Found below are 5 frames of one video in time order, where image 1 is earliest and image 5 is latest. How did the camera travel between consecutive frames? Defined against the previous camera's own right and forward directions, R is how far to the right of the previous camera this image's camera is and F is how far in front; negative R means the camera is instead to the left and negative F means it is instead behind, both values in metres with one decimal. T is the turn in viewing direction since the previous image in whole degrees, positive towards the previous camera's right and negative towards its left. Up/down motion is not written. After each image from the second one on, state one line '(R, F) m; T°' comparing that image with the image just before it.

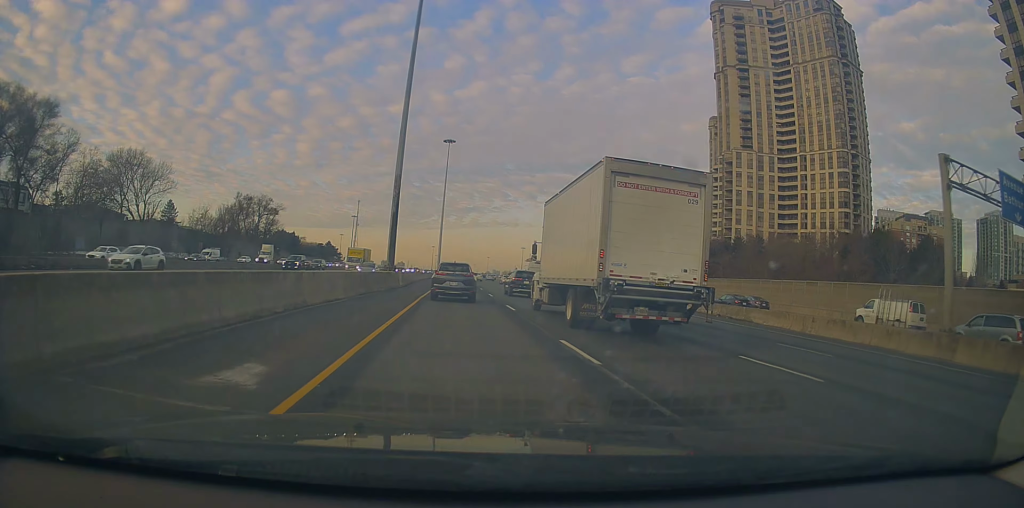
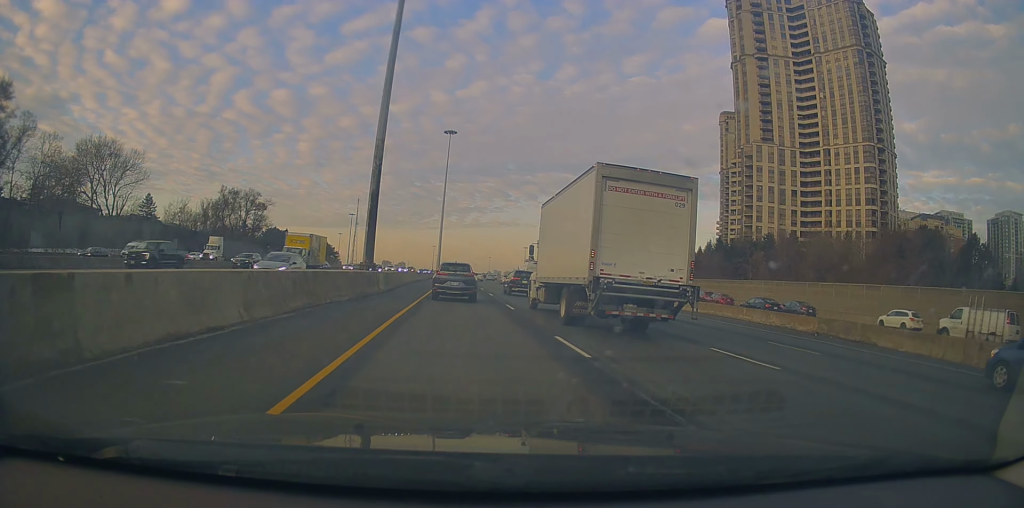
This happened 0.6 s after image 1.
(+0.6, +11.9) m; 0°
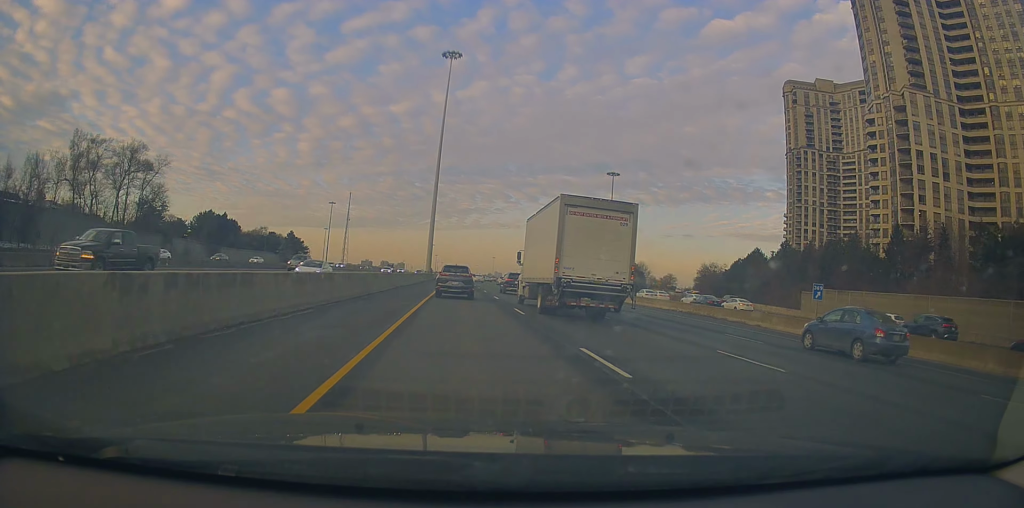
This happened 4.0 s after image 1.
(-2.0, +60.4) m; -1°
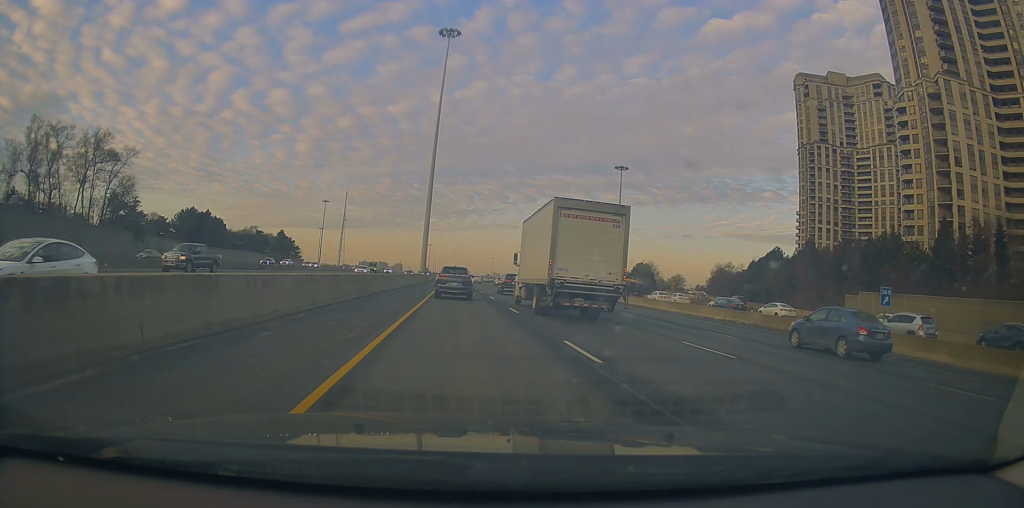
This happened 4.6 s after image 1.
(+0.1, +10.2) m; 0°
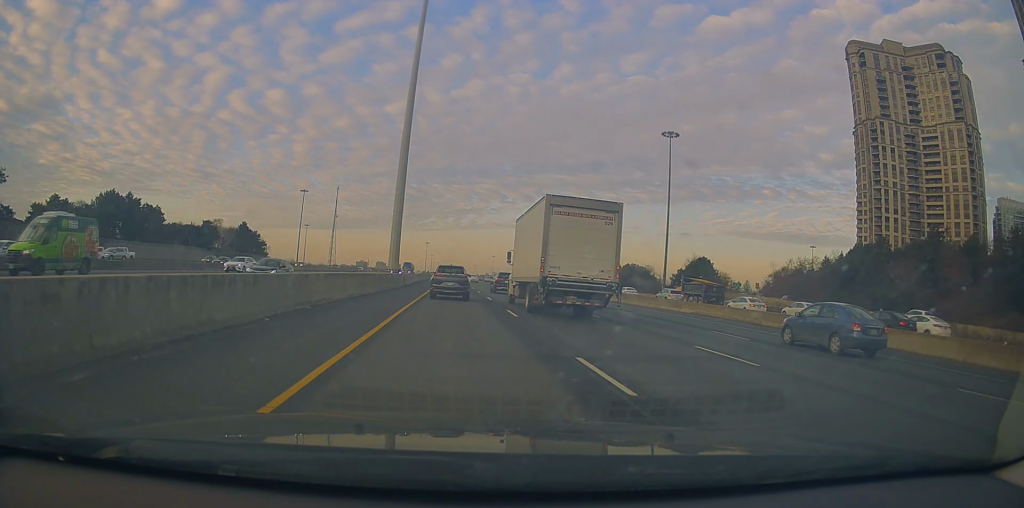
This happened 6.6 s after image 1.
(-0.3, +37.3) m; 0°
